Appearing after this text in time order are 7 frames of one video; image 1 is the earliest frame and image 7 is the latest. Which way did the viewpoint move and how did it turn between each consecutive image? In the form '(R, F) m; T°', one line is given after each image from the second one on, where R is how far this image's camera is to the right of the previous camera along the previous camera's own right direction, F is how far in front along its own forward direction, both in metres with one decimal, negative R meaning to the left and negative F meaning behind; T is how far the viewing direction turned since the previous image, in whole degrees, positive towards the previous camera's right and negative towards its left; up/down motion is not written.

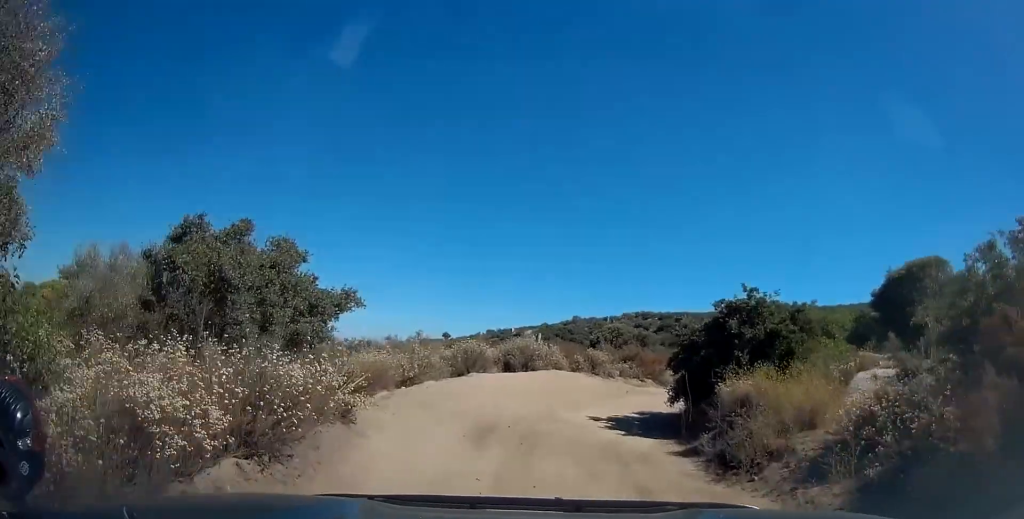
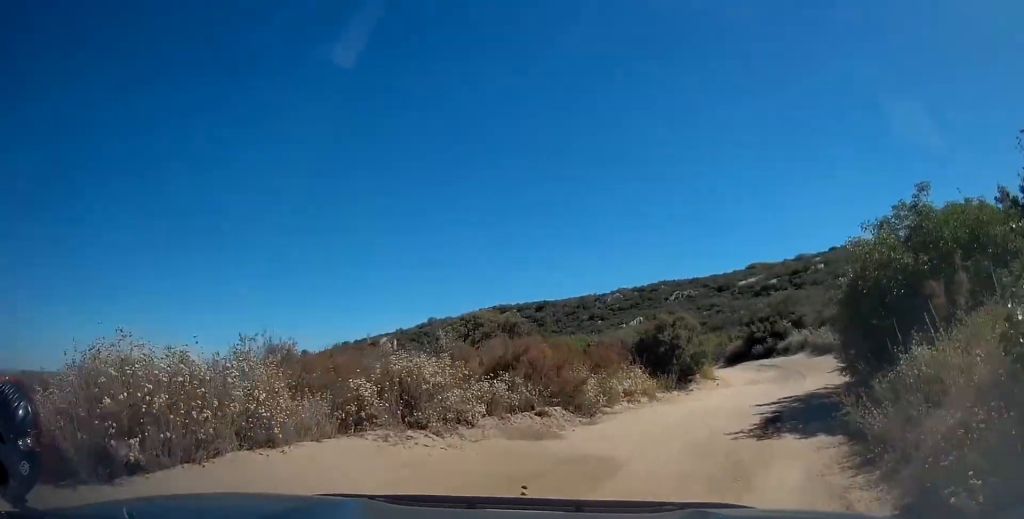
(+0.8, +15.6) m; +13°
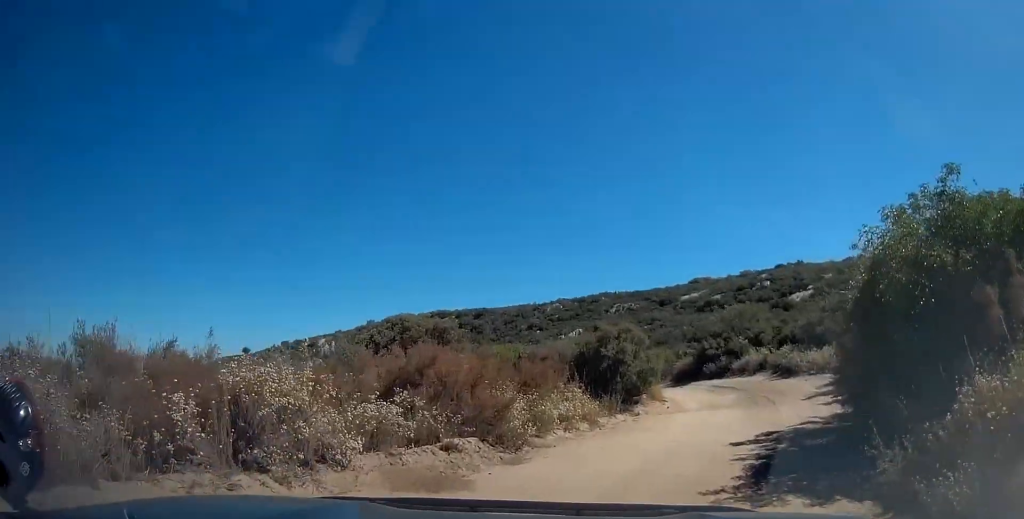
(+0.2, +2.8) m; +6°
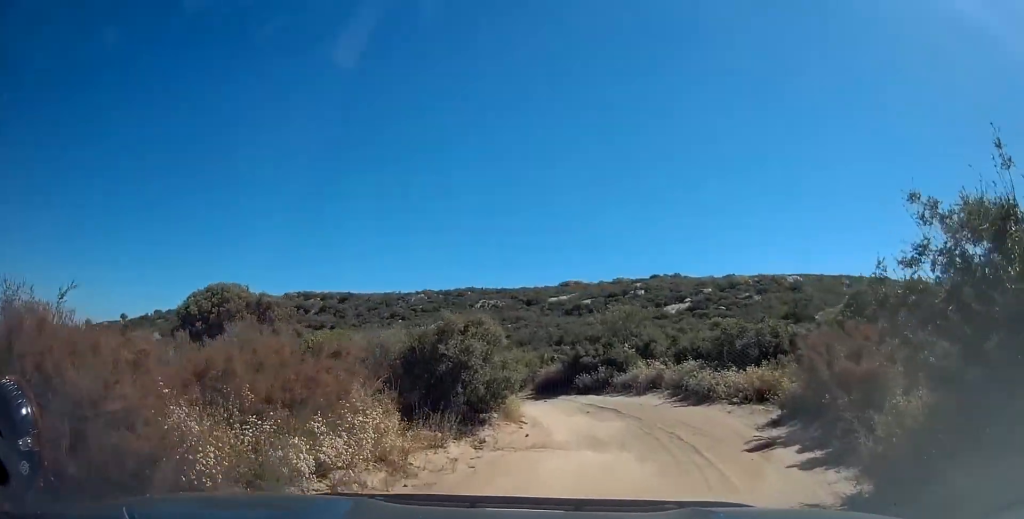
(+0.7, +6.0) m; +8°
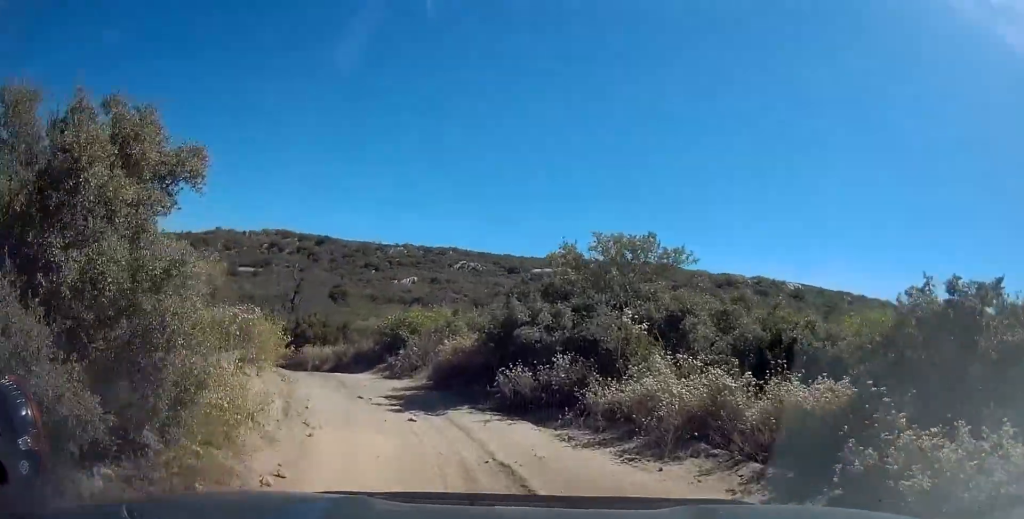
(+1.8, +13.2) m; +2°
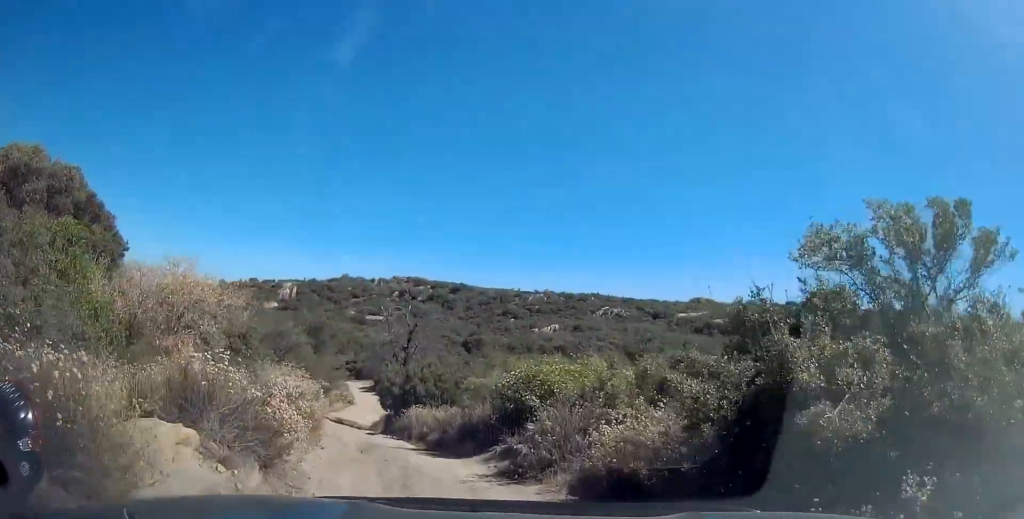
(-1.7, +6.3) m; -16°
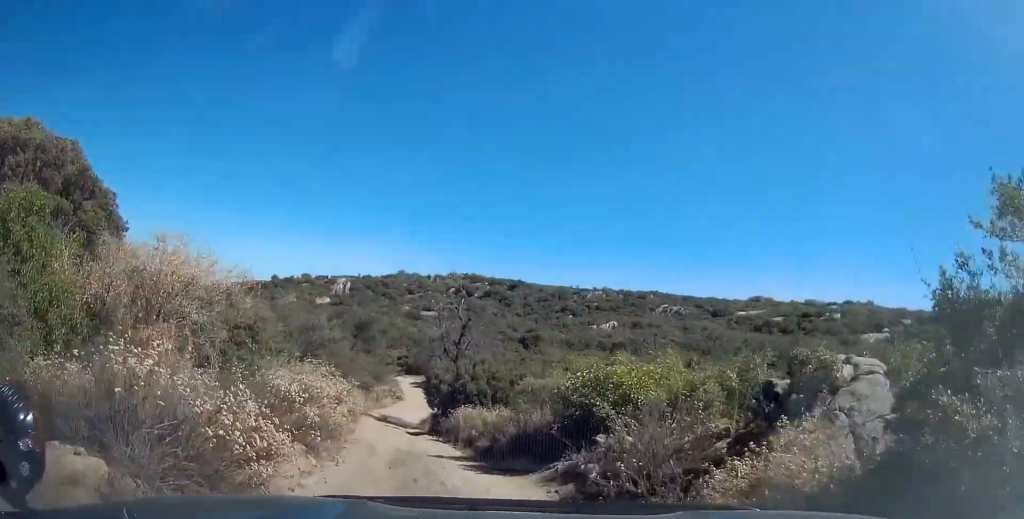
(-0.1, +2.5) m; -1°
